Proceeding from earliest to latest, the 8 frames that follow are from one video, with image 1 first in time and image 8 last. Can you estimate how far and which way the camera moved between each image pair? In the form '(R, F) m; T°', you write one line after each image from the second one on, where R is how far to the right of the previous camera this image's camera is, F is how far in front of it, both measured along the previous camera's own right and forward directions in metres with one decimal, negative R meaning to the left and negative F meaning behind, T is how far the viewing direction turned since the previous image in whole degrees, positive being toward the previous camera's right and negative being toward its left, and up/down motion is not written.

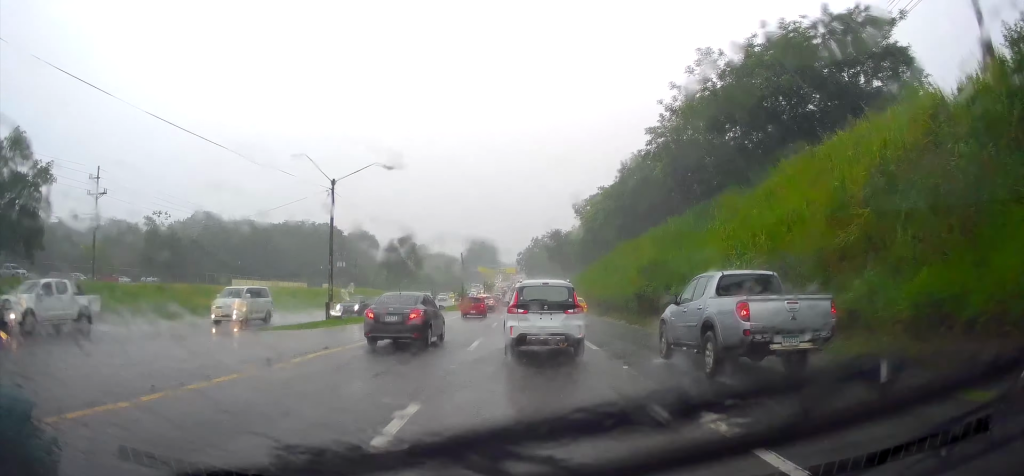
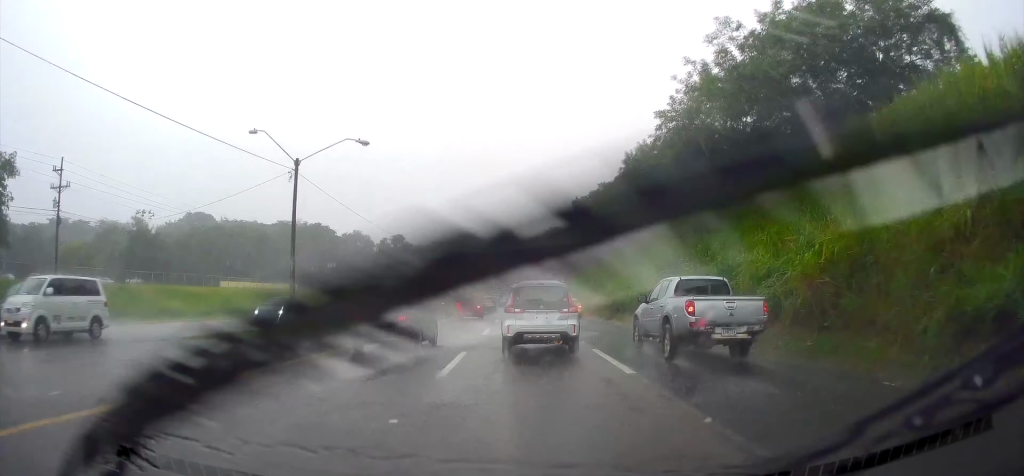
(+0.2, +5.3) m; -1°
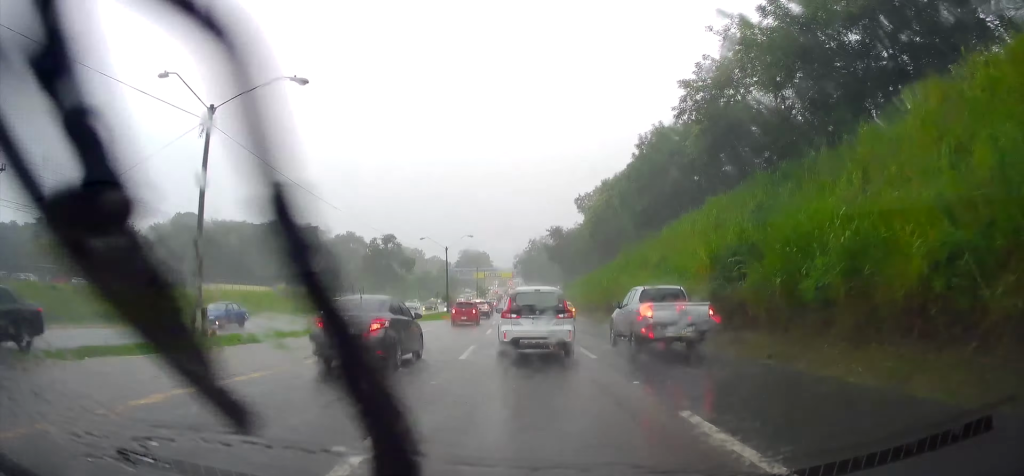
(-0.4, +7.9) m; -2°
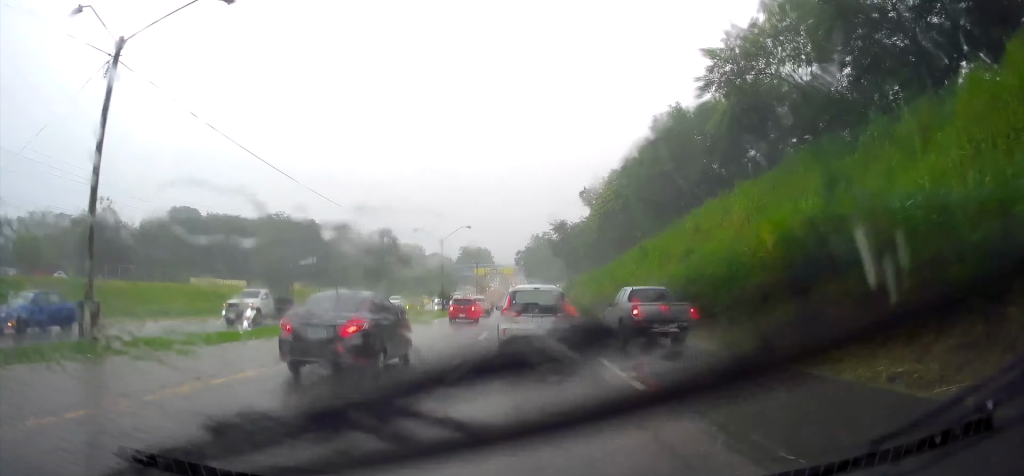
(-0.1, +5.3) m; -1°
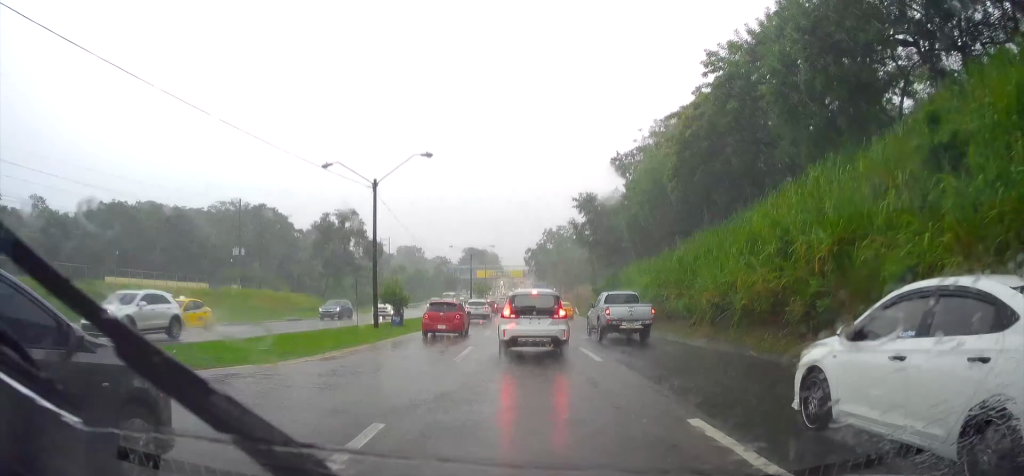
(+0.6, +30.3) m; +3°
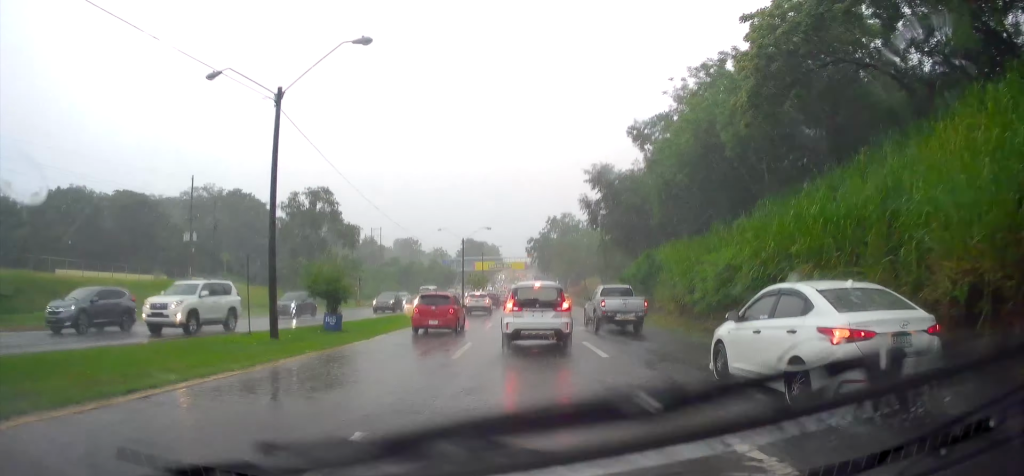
(+0.2, +11.9) m; +1°
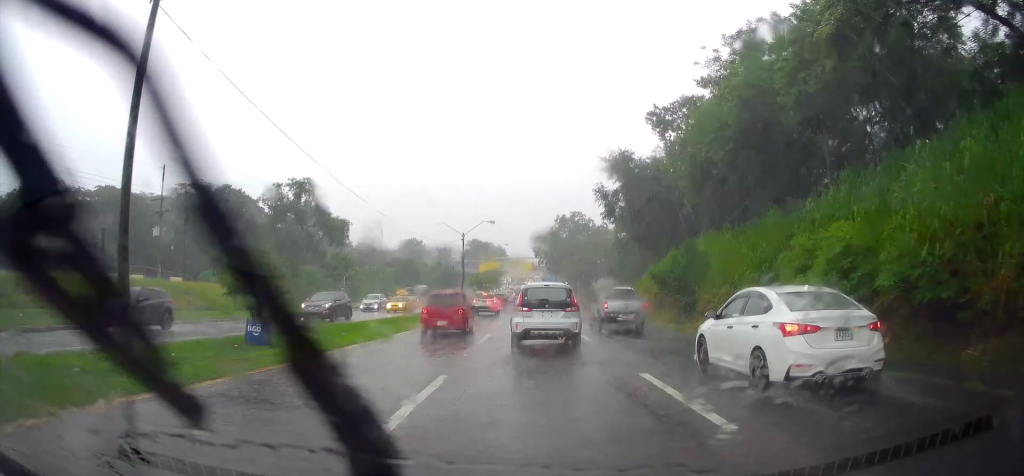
(+0.4, +7.0) m; -1°
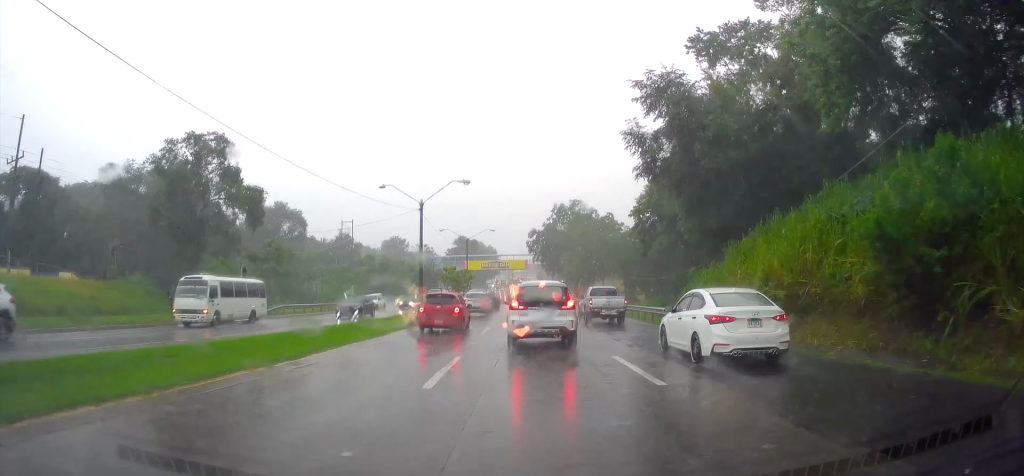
(-0.5, +18.3) m; +1°
